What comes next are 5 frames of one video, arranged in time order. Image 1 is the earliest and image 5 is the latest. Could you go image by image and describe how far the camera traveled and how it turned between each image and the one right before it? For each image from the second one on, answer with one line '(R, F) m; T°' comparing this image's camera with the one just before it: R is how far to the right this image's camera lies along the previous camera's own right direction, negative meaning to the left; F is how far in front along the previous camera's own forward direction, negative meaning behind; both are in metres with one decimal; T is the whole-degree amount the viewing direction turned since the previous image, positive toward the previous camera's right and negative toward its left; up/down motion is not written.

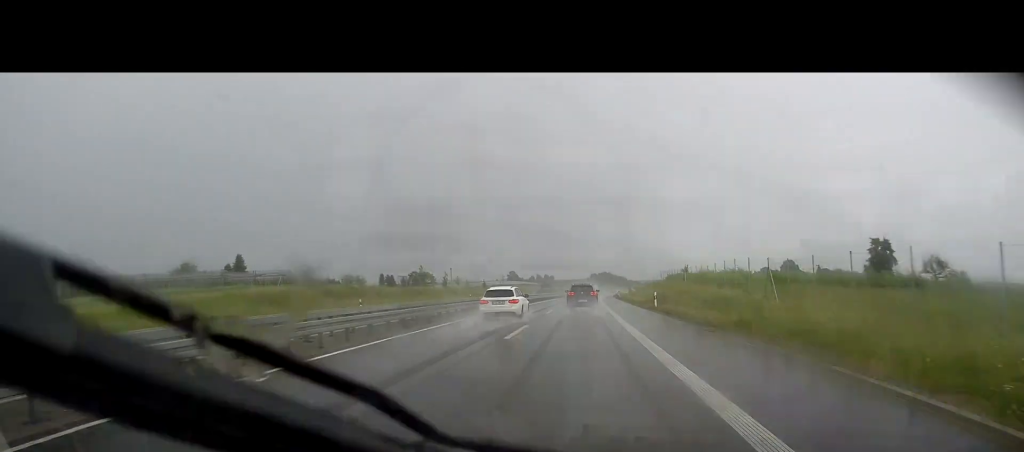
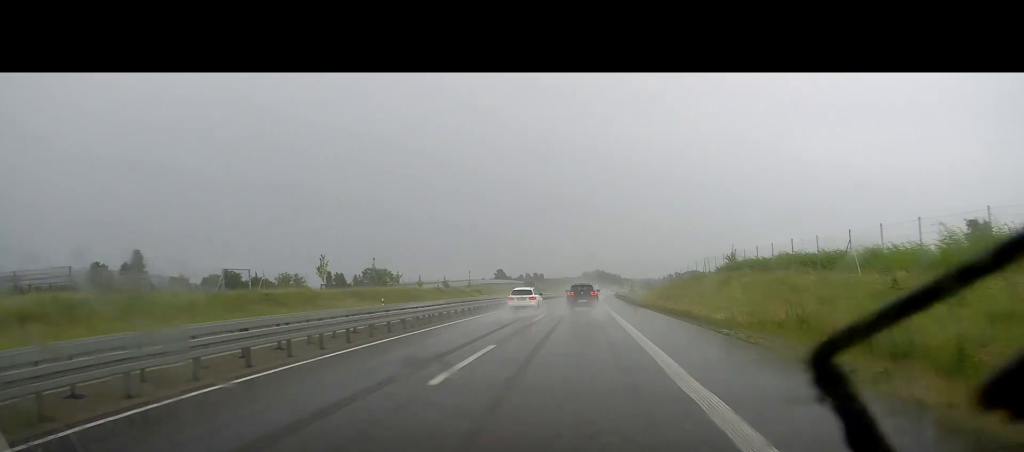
(+0.5, +43.7) m; +1°
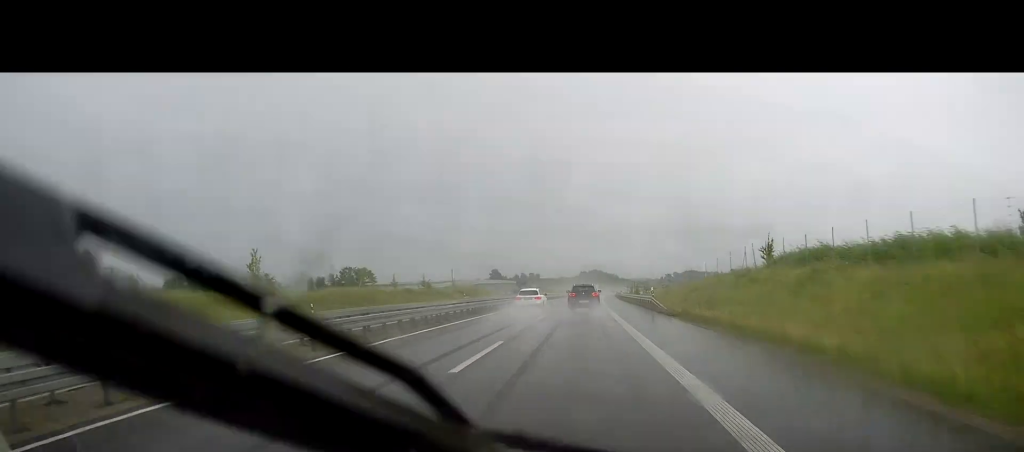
(+0.1, +16.5) m; 0°
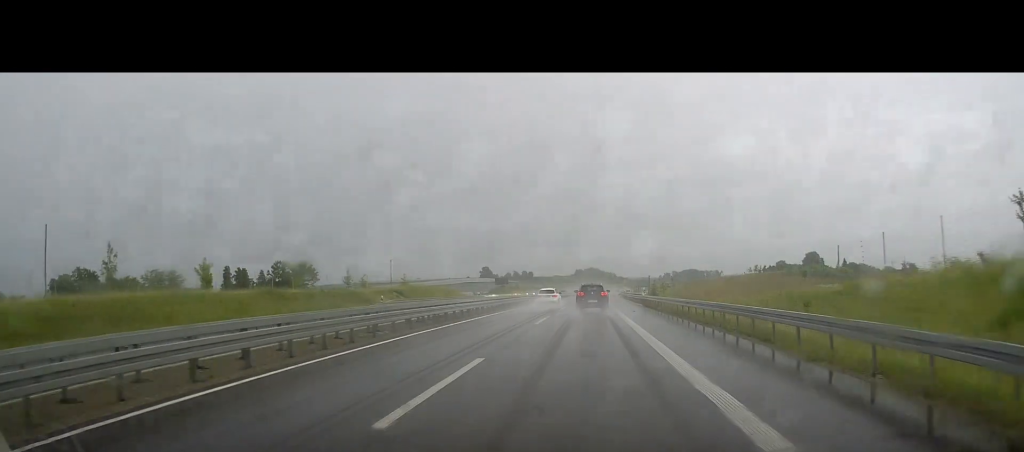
(+0.1, +39.4) m; +1°
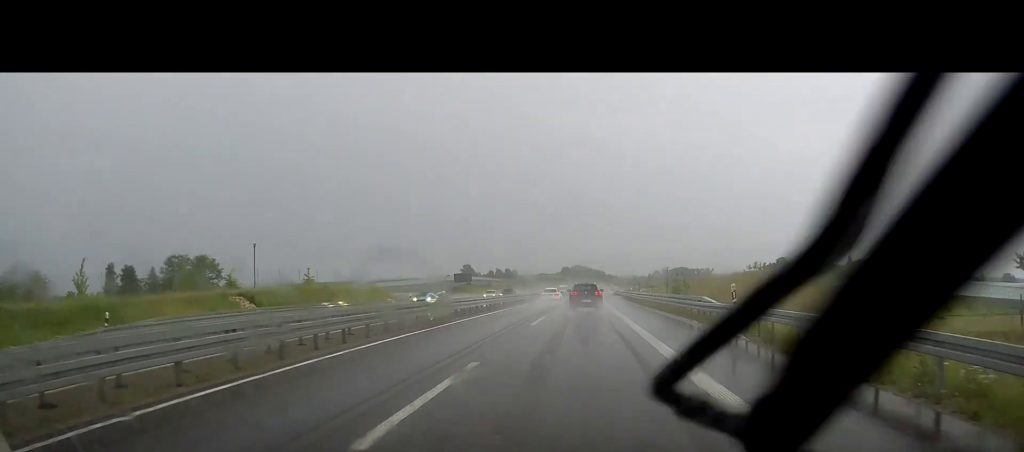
(-0.4, +35.9) m; -1°
